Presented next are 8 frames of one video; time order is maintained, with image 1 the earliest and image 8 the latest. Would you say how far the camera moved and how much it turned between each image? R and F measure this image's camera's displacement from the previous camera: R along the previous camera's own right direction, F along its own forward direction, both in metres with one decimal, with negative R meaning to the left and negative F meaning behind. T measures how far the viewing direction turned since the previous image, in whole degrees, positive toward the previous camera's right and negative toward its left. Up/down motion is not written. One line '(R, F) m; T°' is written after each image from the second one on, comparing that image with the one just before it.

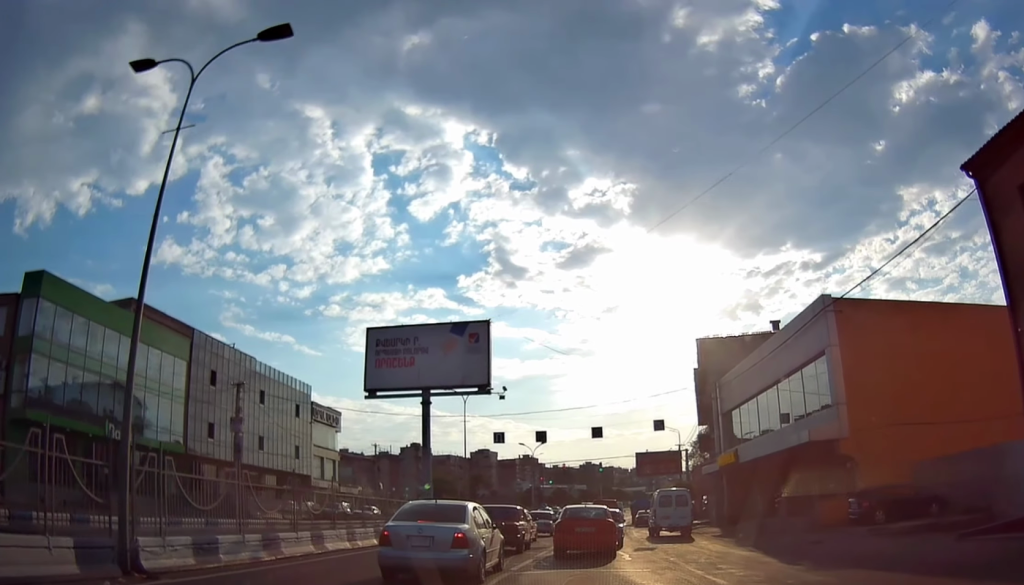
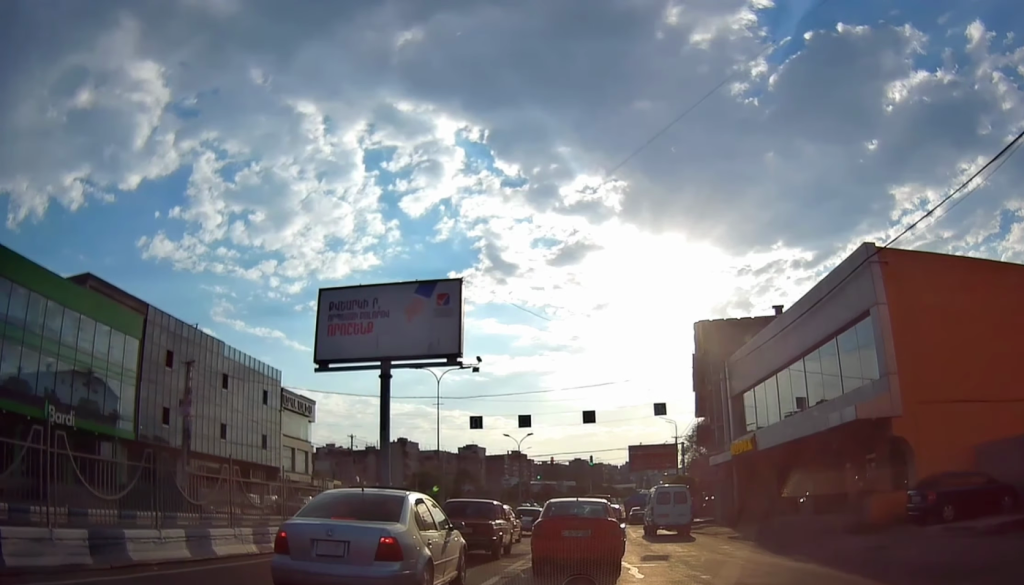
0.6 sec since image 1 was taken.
(+0.2, +5.5) m; +3°
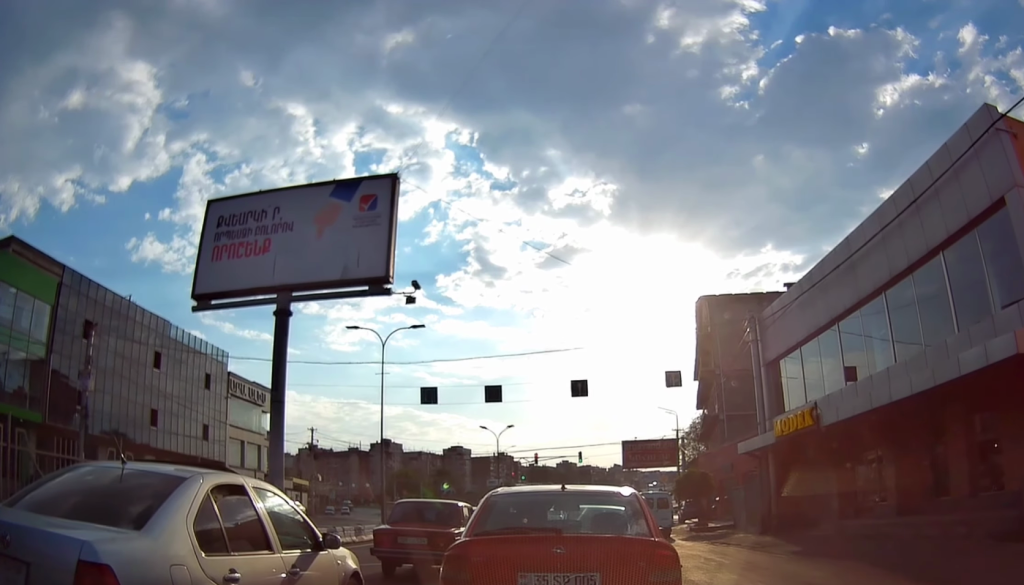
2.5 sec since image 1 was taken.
(+0.6, +11.5) m; 0°
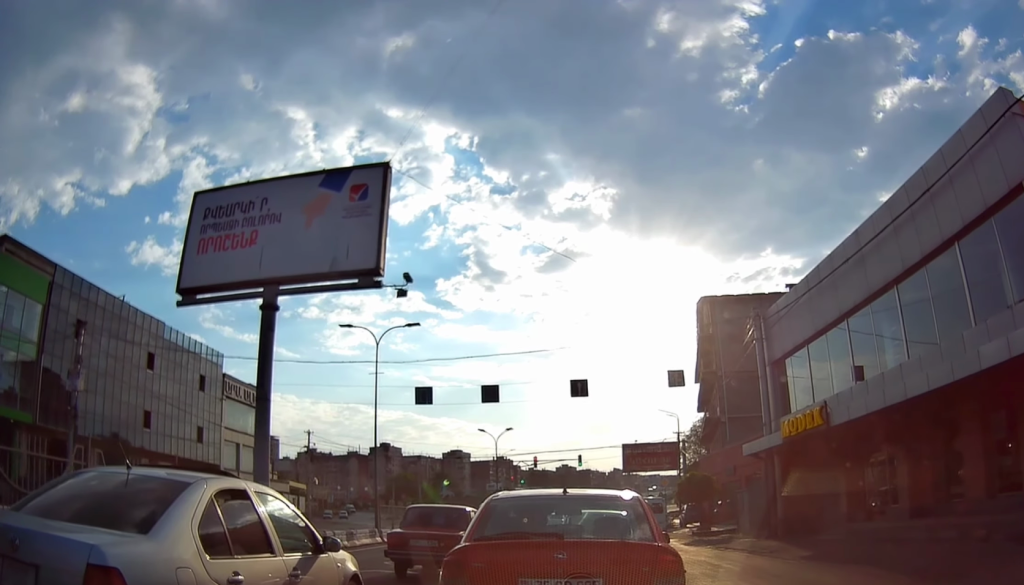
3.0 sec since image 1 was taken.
(-0.1, +1.3) m; -2°
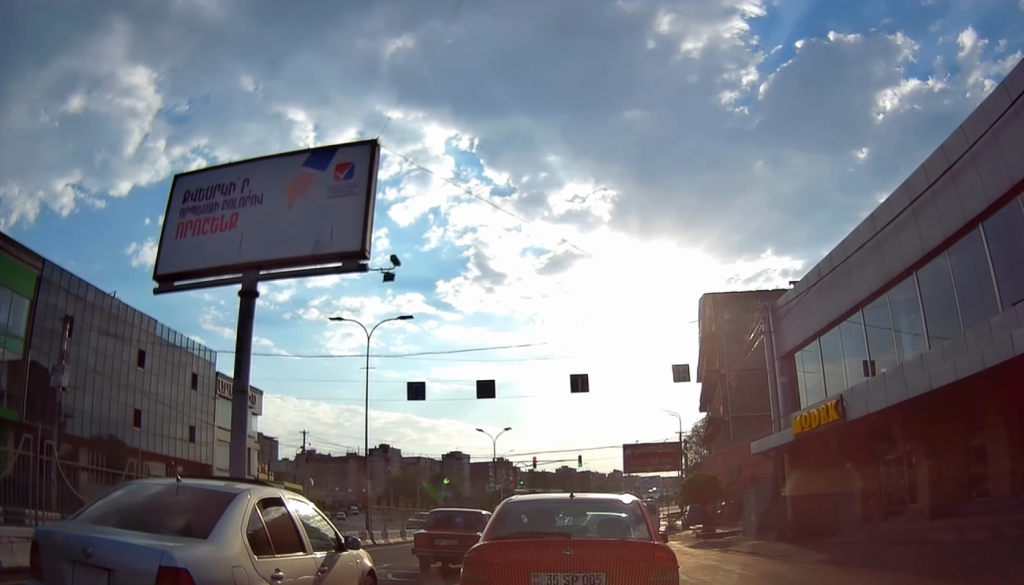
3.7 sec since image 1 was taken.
(0.0, +1.4) m; 0°
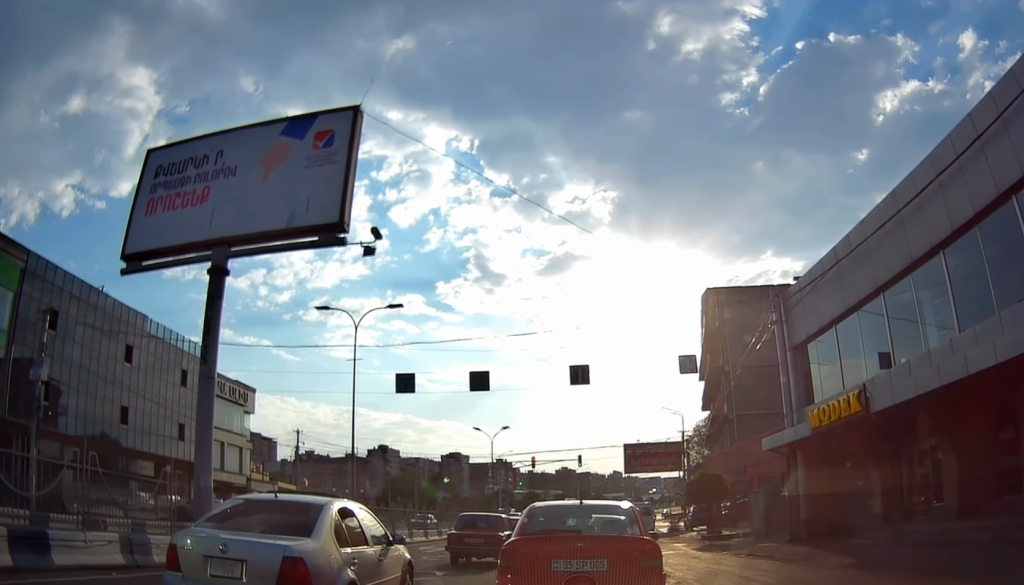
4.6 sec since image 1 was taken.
(0.0, +1.5) m; +1°
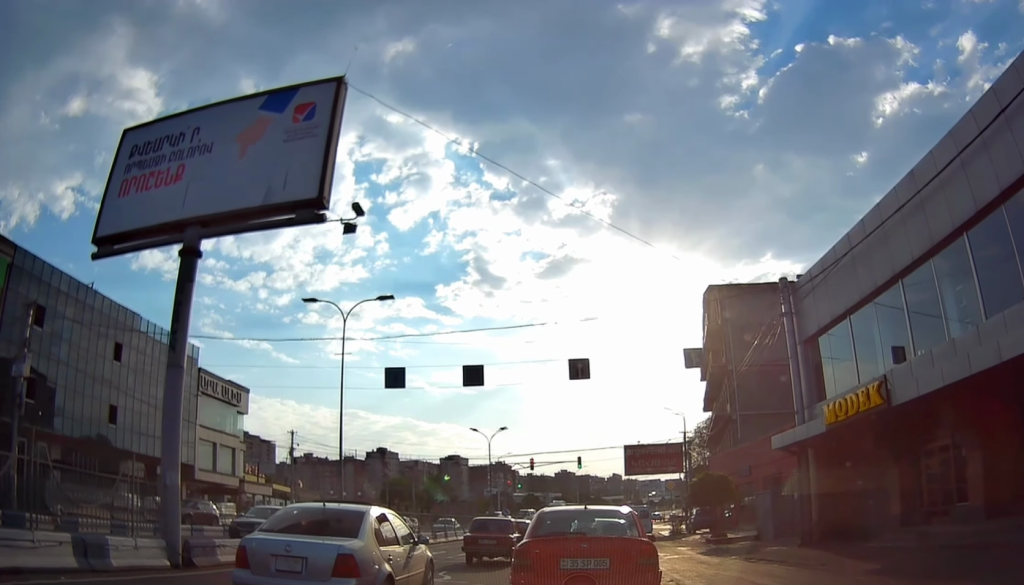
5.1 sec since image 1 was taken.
(0.0, +1.1) m; -1°
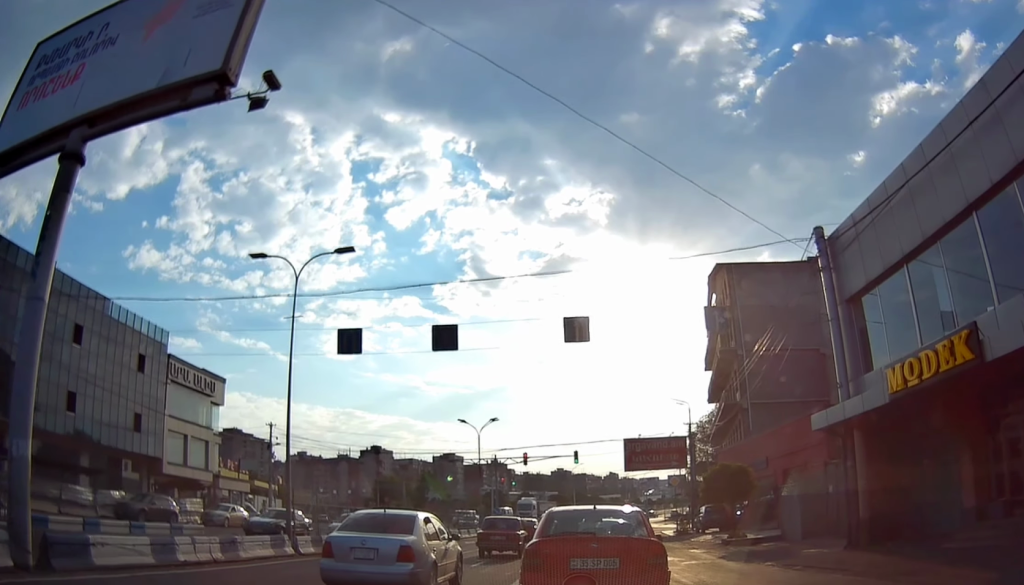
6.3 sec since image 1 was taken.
(-0.1, +3.5) m; +2°
